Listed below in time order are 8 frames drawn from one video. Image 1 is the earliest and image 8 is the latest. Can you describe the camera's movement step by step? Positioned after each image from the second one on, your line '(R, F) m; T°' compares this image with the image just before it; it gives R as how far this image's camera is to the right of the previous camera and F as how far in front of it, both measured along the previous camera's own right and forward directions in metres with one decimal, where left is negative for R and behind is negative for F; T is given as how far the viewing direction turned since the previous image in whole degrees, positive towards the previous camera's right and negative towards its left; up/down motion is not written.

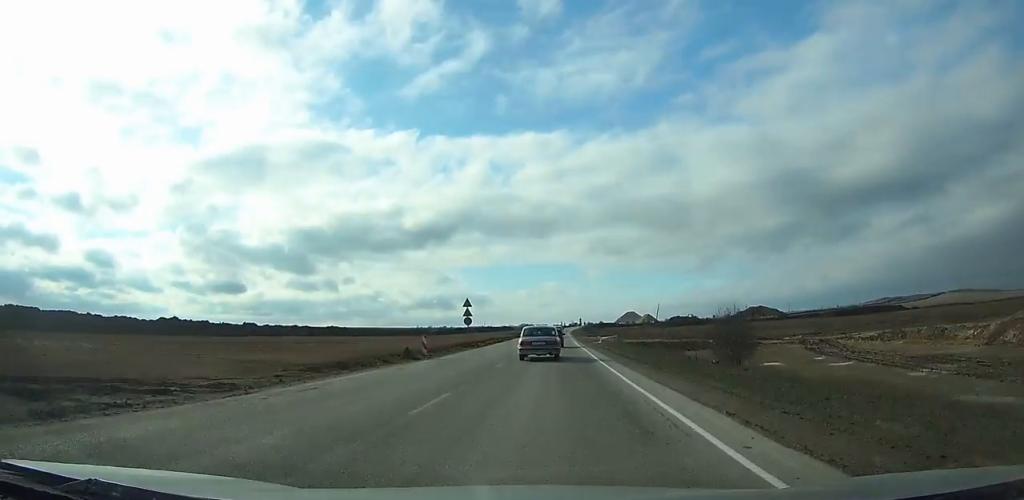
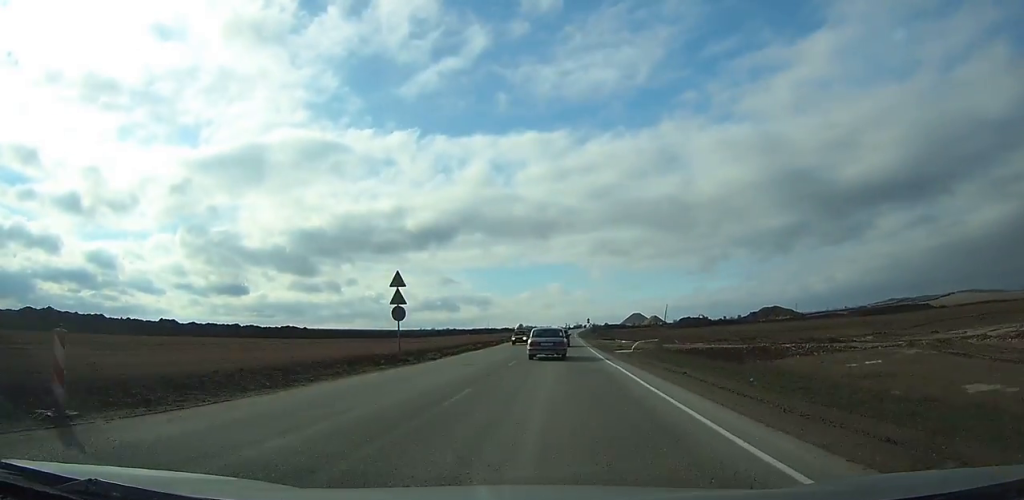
(+0.1, +22.8) m; 0°
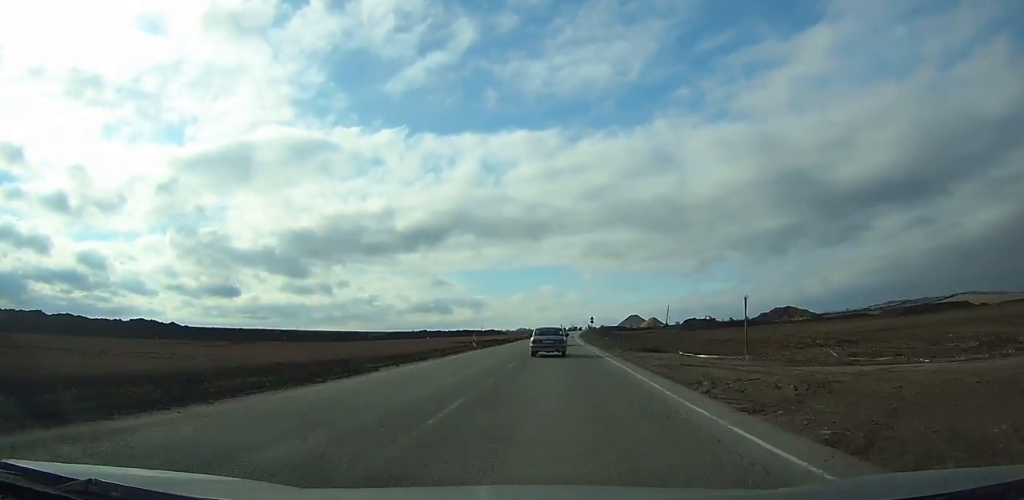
(+0.2, +37.5) m; 0°
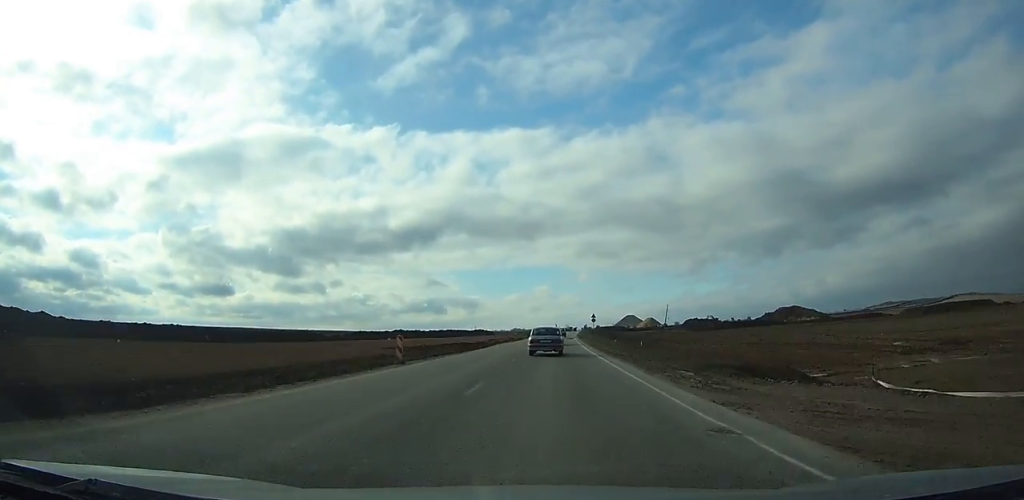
(0.0, +20.0) m; 0°
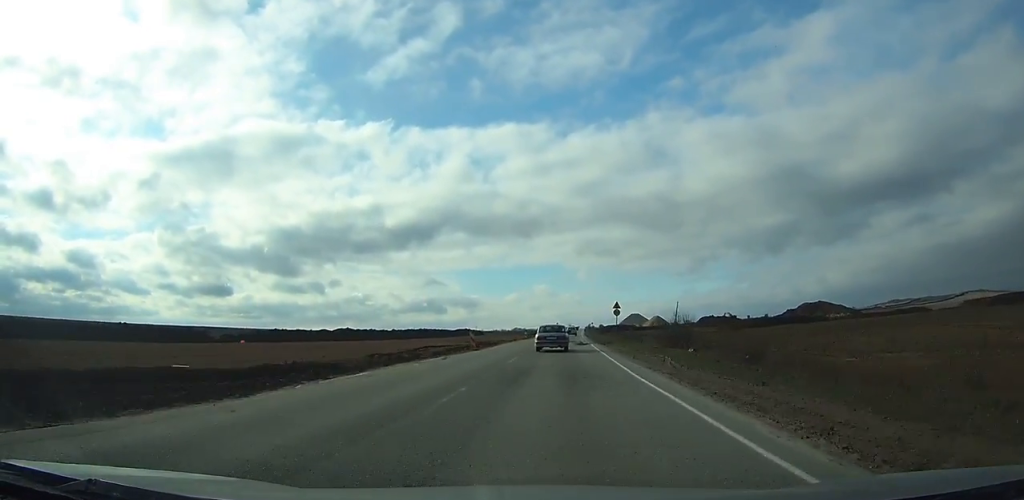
(+0.1, +37.0) m; 0°
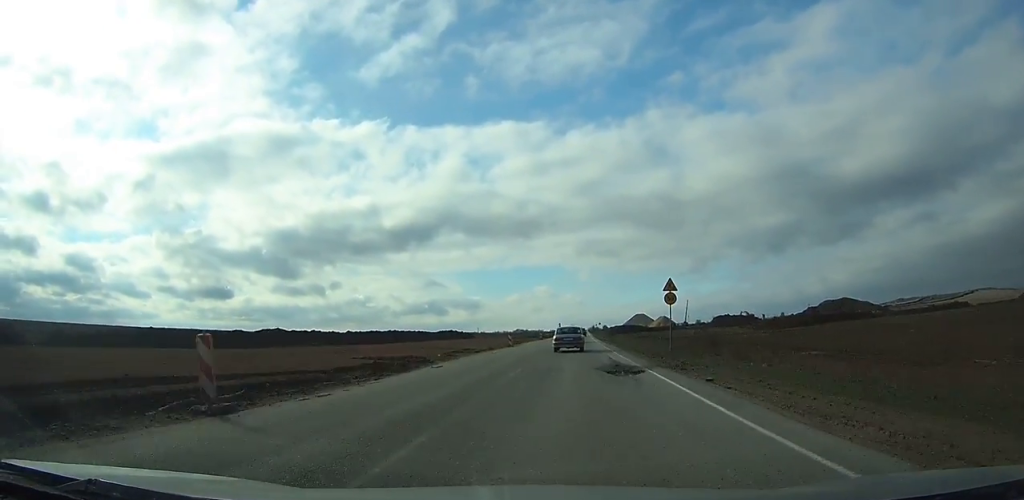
(+0.1, +28.8) m; 0°
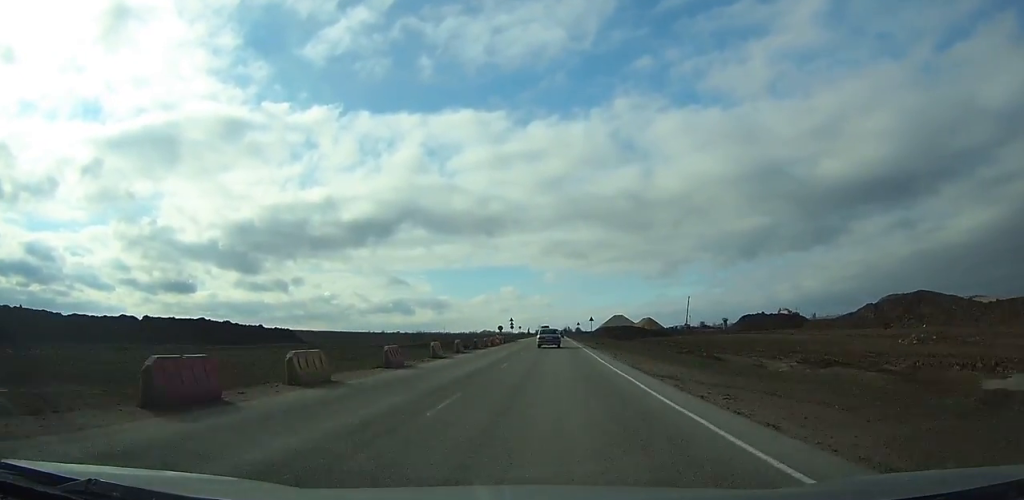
(+1.8, +105.6) m; +2°
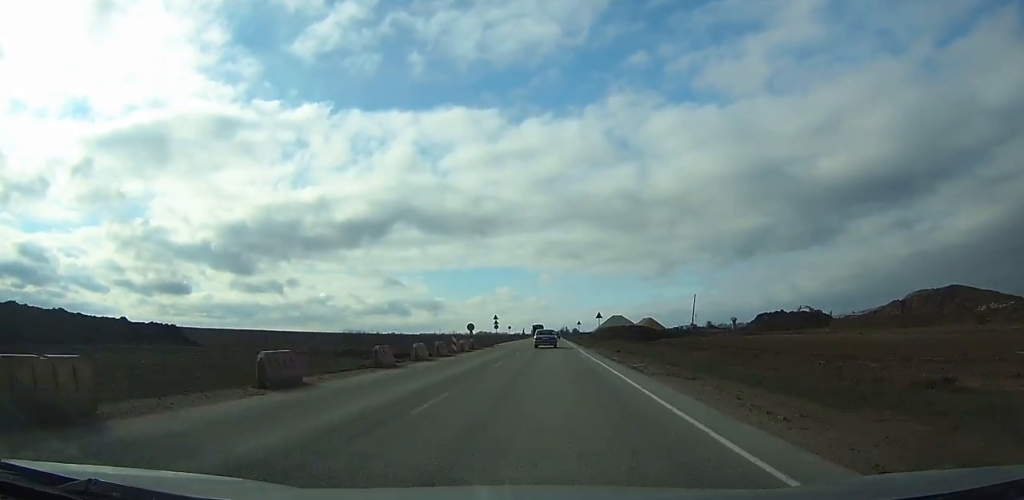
(+0.1, +24.6) m; 0°
